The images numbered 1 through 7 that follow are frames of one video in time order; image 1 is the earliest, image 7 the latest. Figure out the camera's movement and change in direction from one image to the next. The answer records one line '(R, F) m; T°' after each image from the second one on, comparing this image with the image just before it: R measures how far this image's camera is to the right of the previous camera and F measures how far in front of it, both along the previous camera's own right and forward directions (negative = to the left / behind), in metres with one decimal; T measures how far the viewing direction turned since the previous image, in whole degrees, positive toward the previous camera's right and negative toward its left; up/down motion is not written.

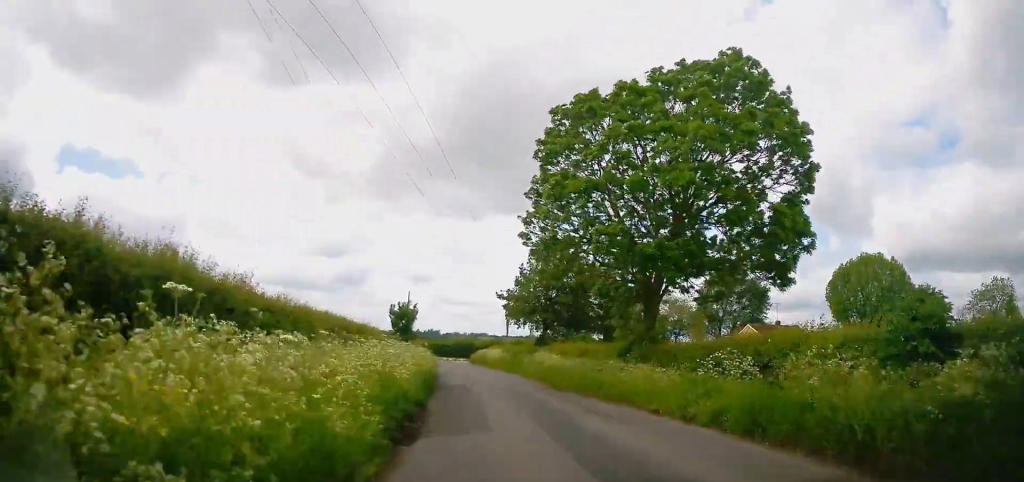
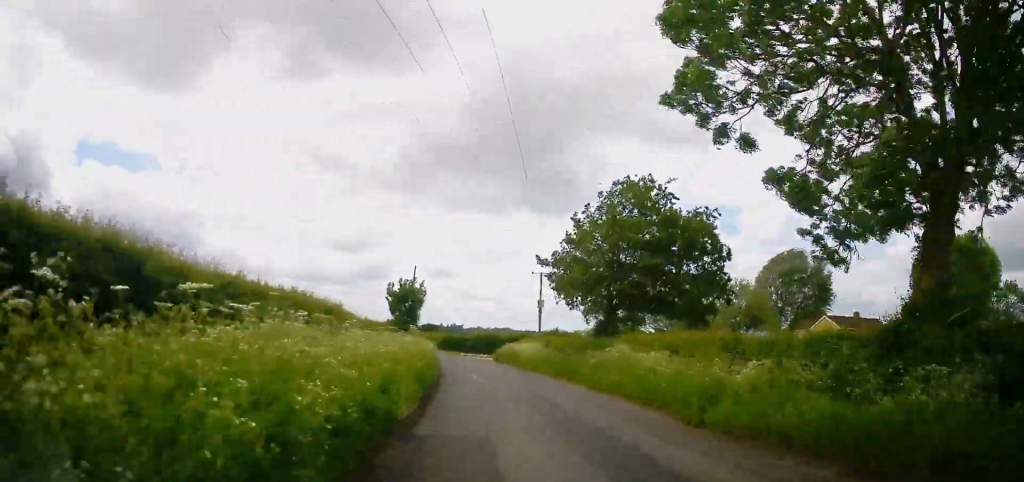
(-0.6, +14.6) m; -4°
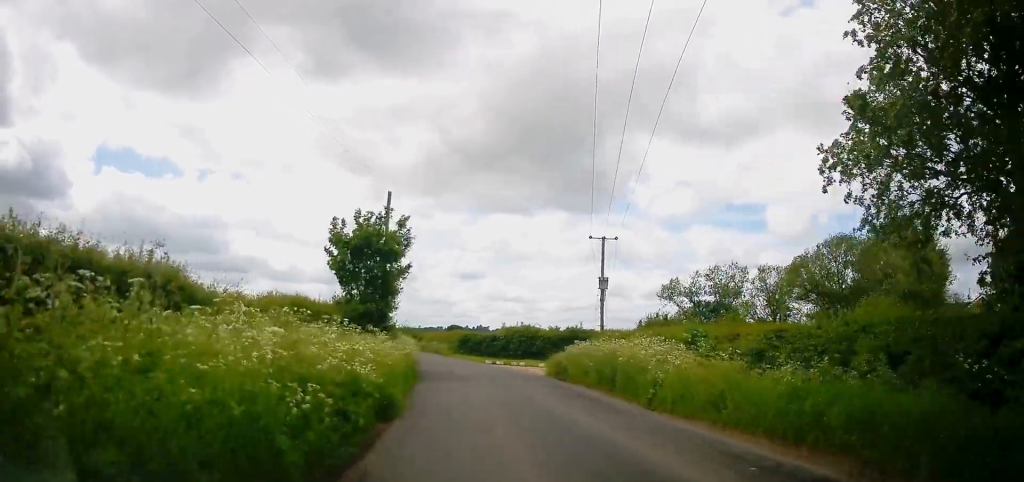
(+0.5, +23.2) m; 0°
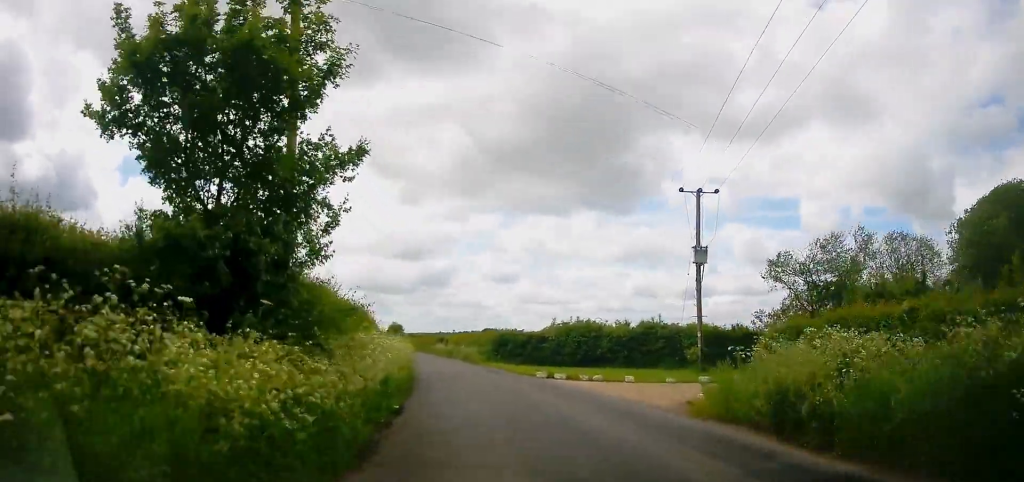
(-0.9, +14.6) m; -4°
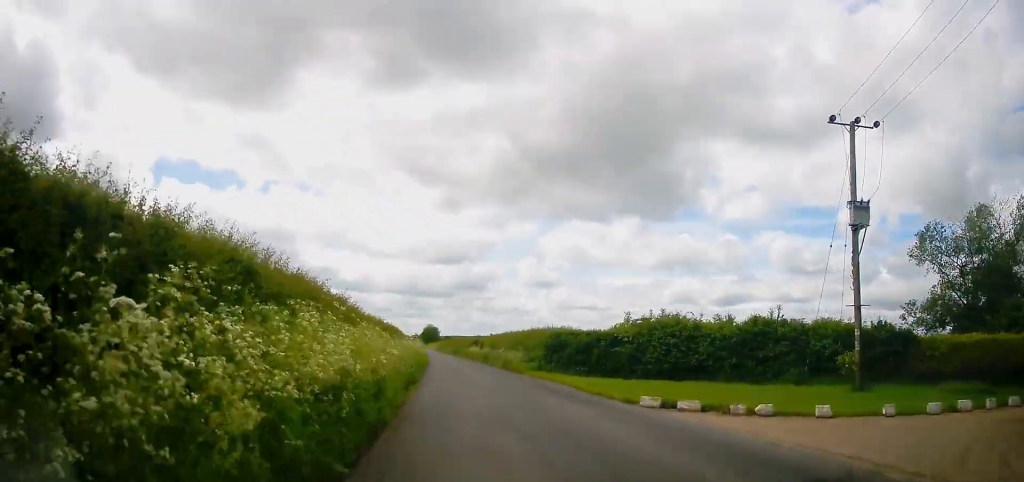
(+0.1, +11.9) m; -4°
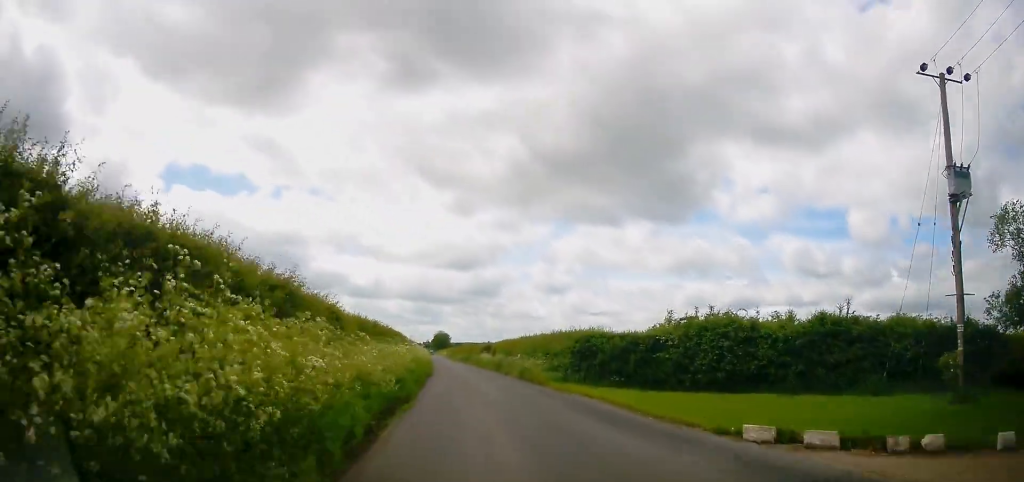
(-0.2, +5.1) m; -2°
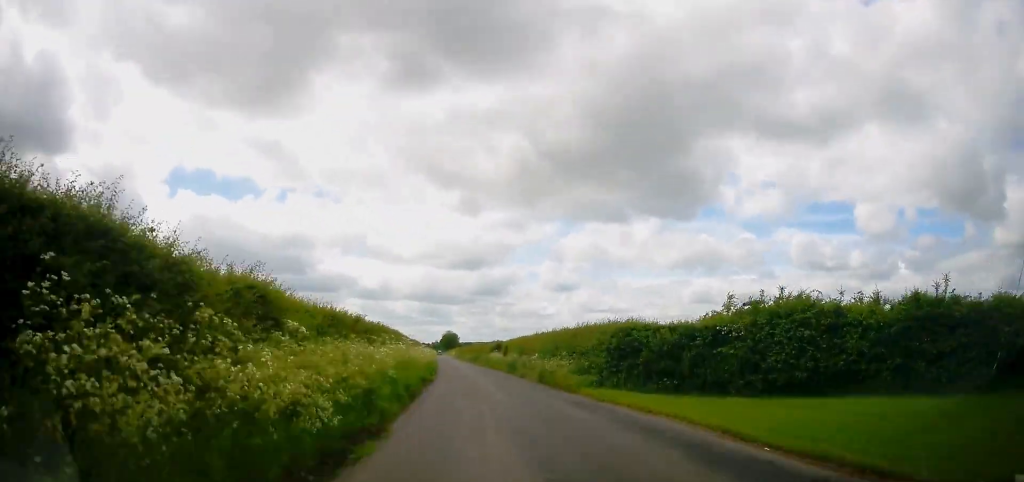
(-0.5, +5.5) m; -2°
